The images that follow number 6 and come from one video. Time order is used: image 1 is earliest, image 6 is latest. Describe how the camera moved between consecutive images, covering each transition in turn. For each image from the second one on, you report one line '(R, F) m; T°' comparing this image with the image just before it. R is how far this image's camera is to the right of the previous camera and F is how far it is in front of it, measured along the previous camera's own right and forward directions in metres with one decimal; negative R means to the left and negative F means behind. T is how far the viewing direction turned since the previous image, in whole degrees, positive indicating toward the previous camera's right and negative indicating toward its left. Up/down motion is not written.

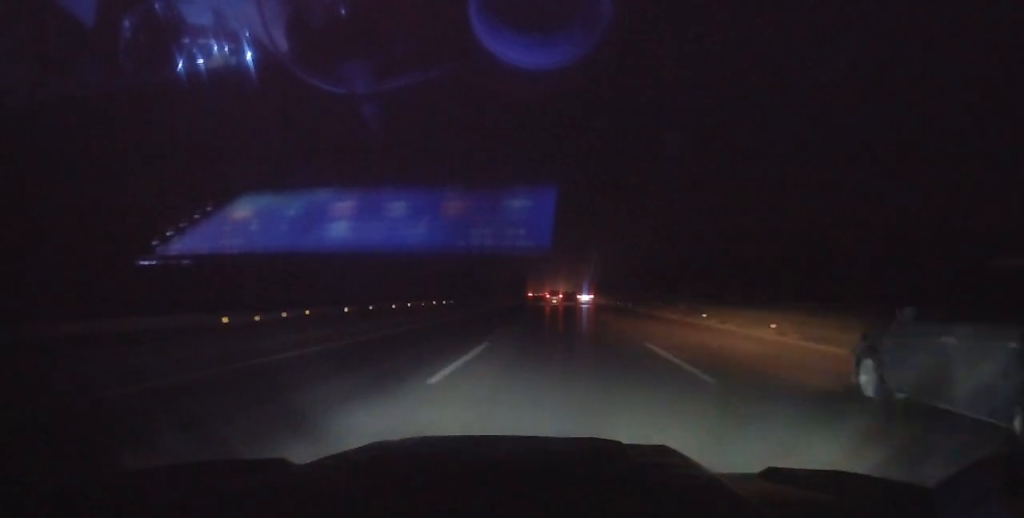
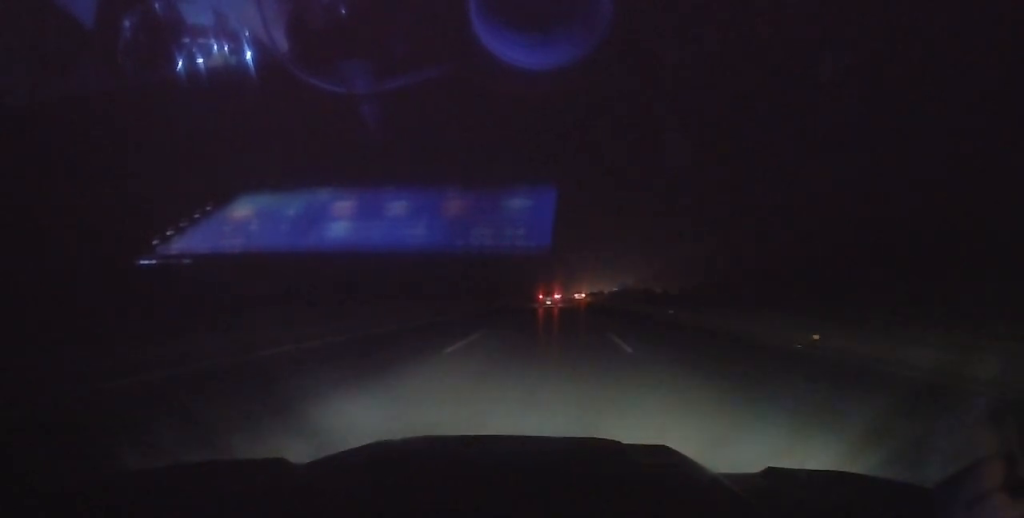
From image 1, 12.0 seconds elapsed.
(-5.2, +235.6) m; -2°
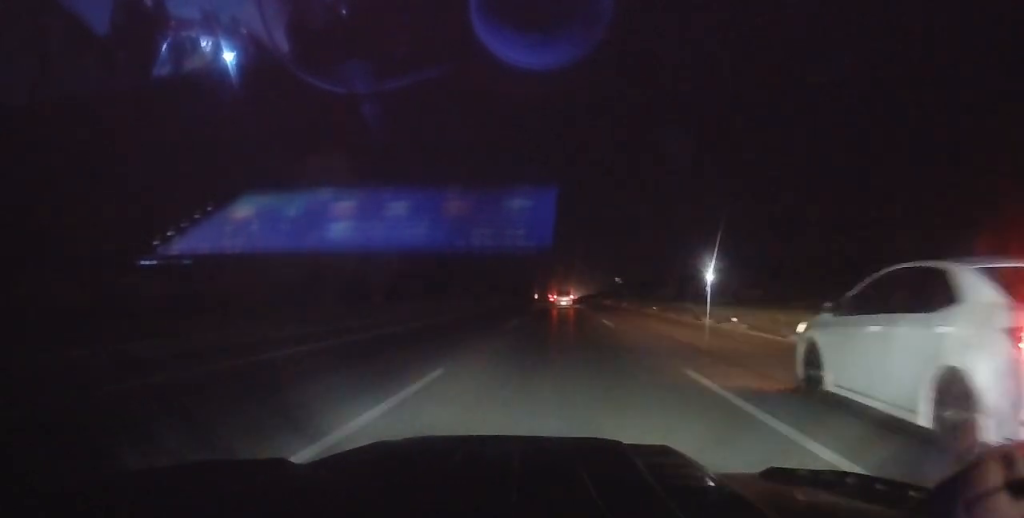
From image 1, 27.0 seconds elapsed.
(-1.6, +304.0) m; 0°
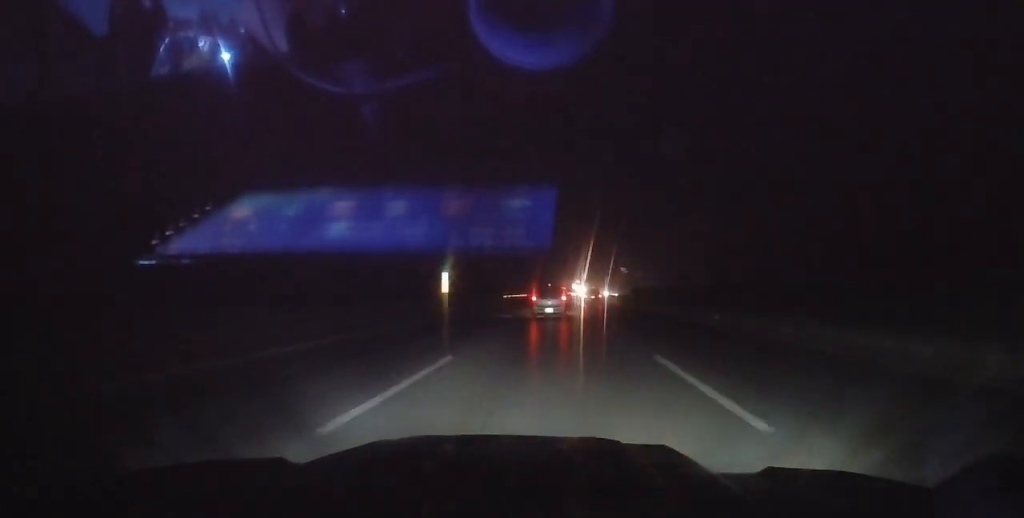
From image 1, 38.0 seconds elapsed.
(+0.7, +228.4) m; 0°
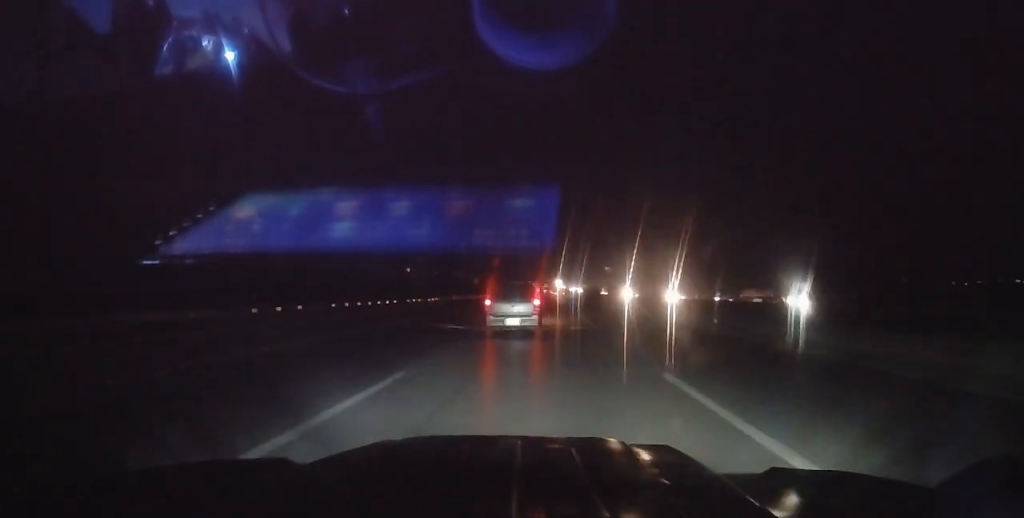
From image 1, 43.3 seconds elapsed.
(+0.4, +111.3) m; 0°
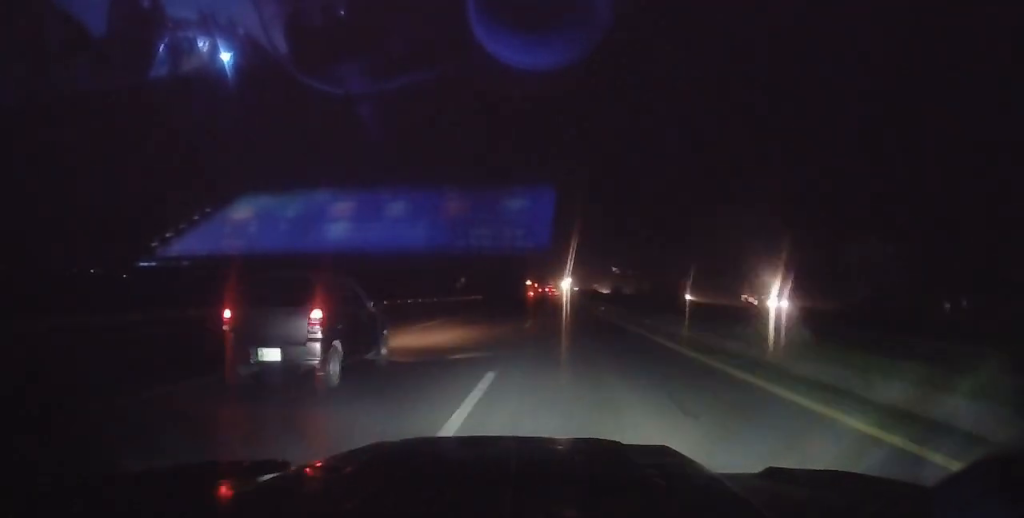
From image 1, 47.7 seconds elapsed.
(0.0, +91.0) m; 0°
